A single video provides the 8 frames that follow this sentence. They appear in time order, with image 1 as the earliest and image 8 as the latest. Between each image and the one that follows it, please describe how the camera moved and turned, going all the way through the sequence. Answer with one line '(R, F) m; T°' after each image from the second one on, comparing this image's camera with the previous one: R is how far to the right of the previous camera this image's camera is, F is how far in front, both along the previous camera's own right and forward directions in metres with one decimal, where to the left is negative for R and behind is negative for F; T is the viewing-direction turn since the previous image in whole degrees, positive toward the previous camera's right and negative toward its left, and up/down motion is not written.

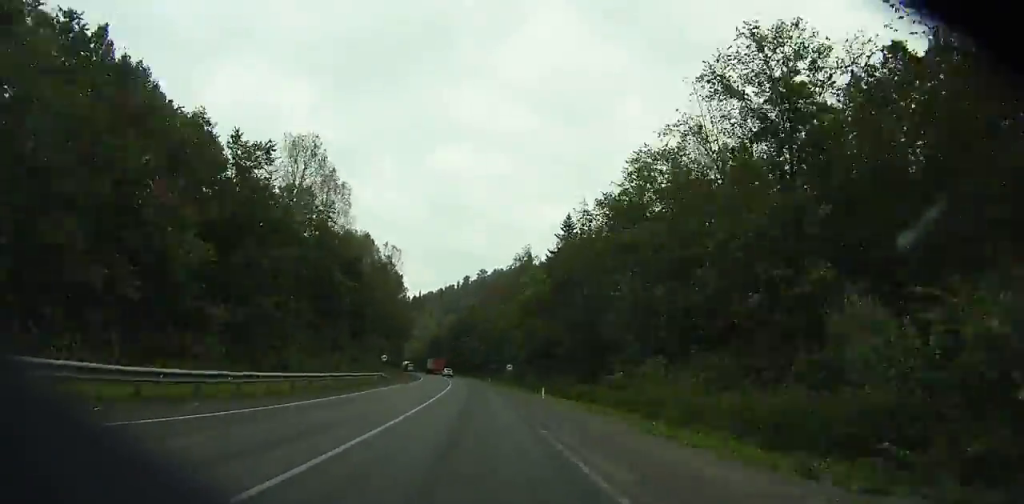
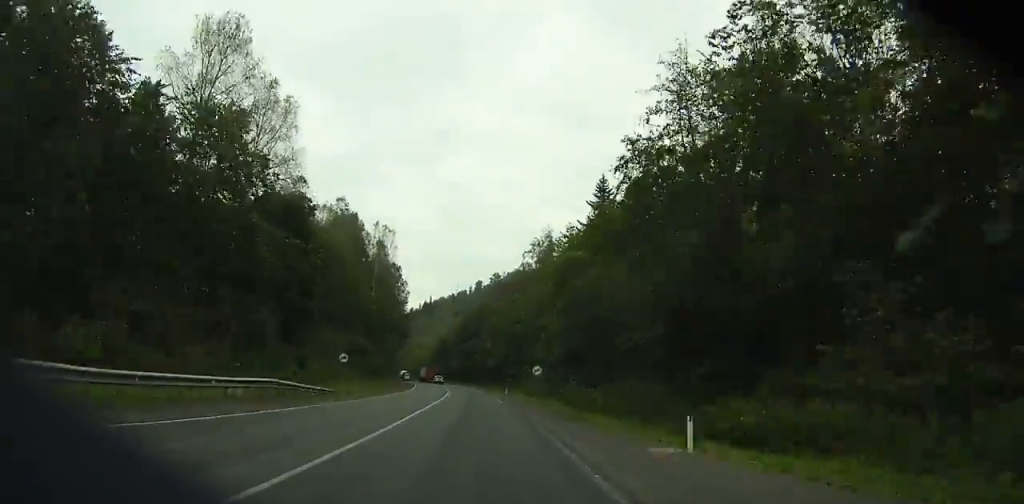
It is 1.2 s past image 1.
(0.0, +24.1) m; -1°
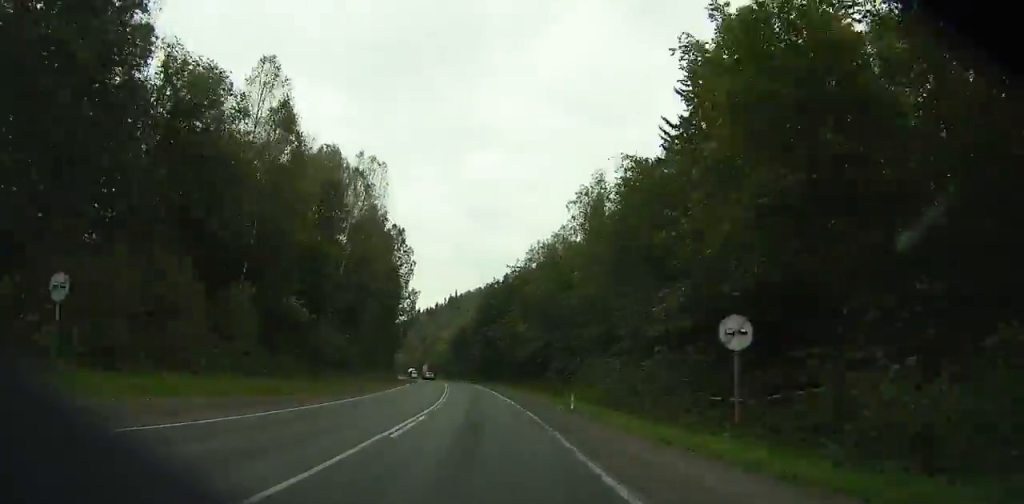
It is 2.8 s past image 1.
(-0.1, +32.3) m; -2°
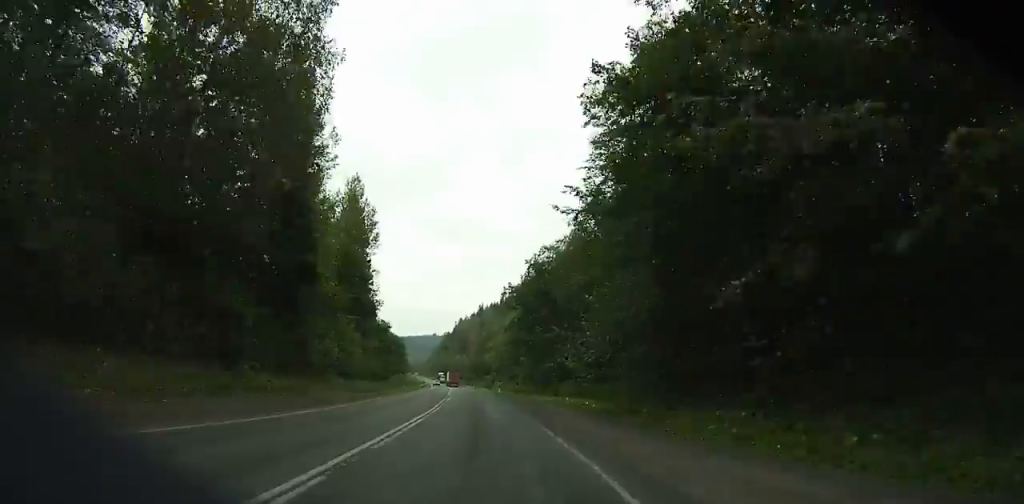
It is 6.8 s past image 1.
(-4.9, +82.4) m; -6°
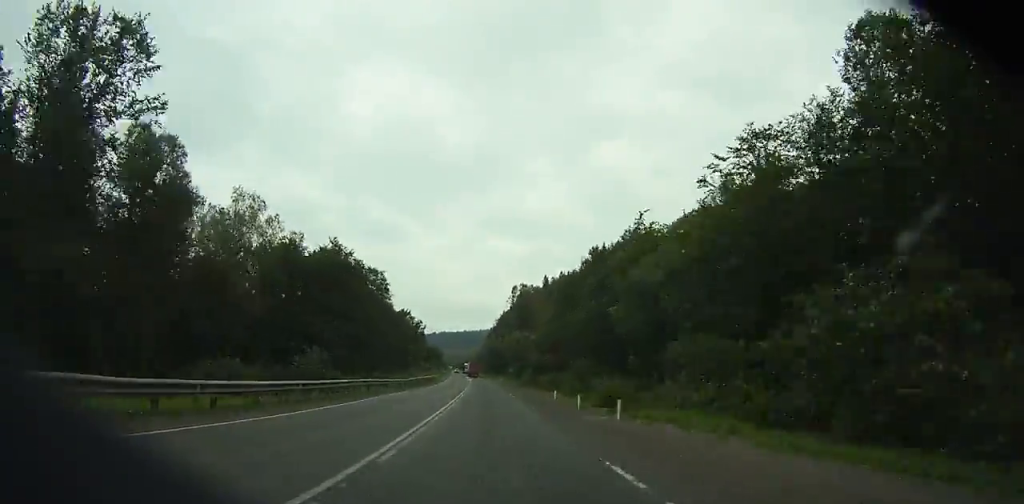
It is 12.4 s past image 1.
(-7.7, +119.3) m; -6°
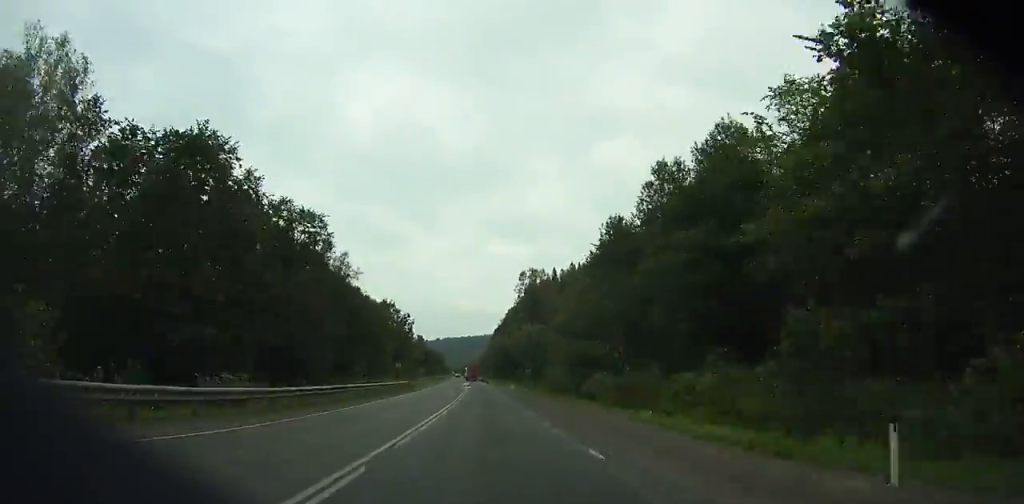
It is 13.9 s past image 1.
(-0.4, +32.5) m; -1°
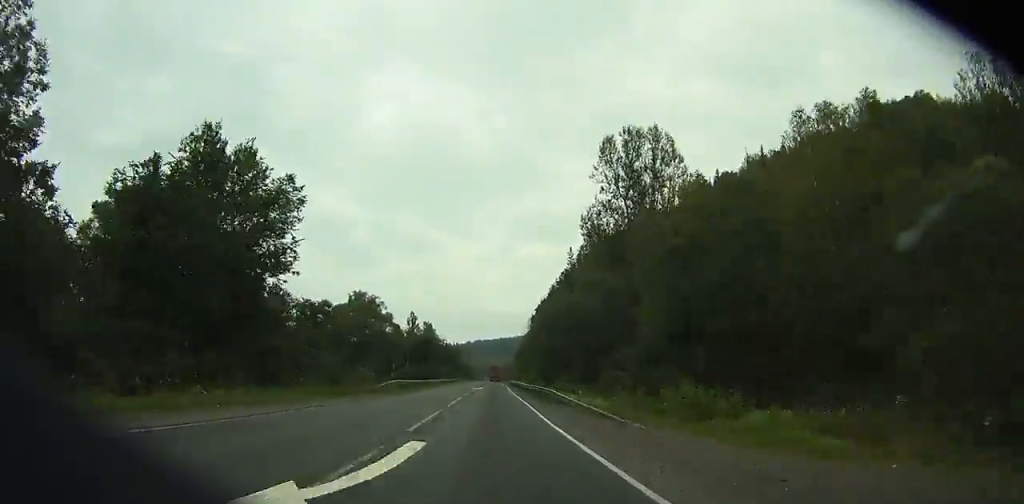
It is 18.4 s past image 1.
(-1.5, +98.2) m; -2°
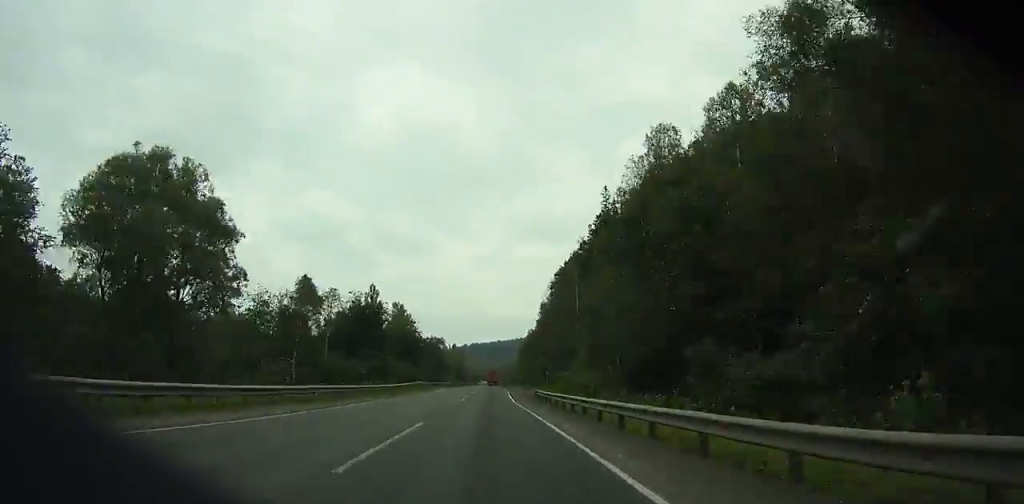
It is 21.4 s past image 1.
(-1.1, +65.6) m; -1°
